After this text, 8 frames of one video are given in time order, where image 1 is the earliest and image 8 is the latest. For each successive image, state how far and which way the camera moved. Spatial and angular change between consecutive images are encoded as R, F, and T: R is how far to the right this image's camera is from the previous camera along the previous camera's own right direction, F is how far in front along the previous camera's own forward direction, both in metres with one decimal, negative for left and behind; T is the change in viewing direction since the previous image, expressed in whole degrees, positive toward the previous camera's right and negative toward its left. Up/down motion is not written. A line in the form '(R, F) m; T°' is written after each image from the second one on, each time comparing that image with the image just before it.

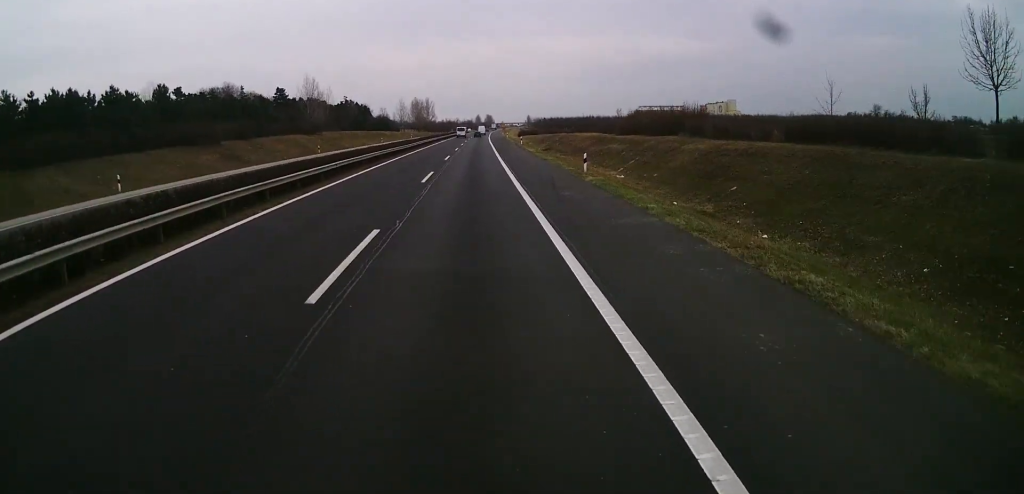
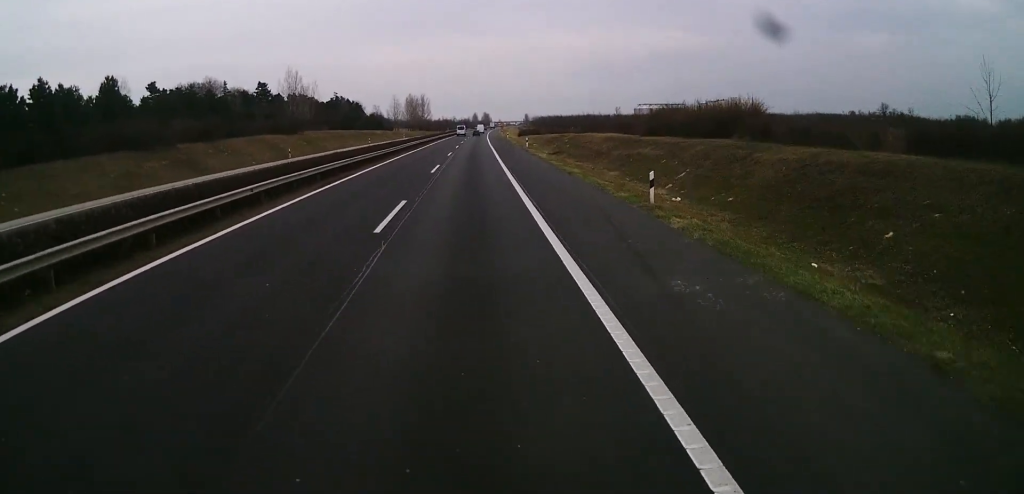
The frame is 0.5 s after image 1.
(+0.2, +12.3) m; 0°
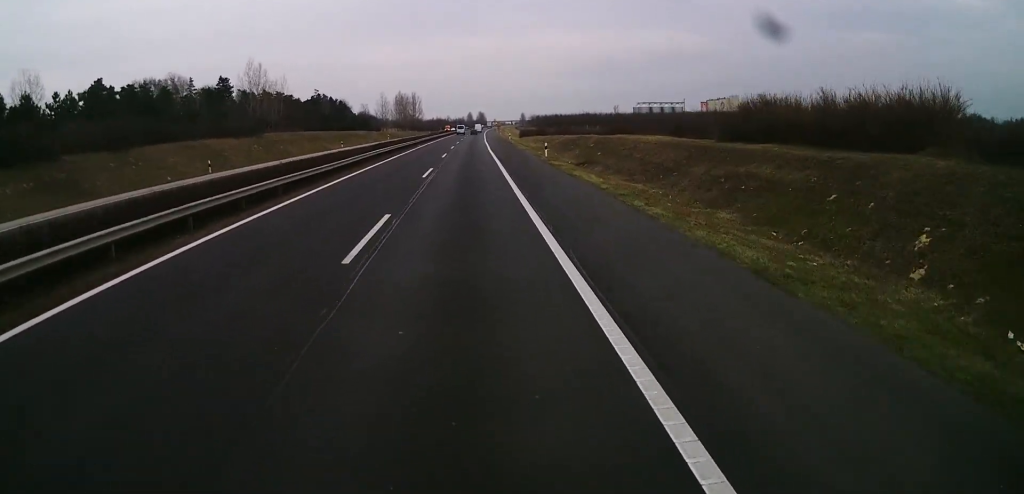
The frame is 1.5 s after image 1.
(-0.1, +21.5) m; 0°
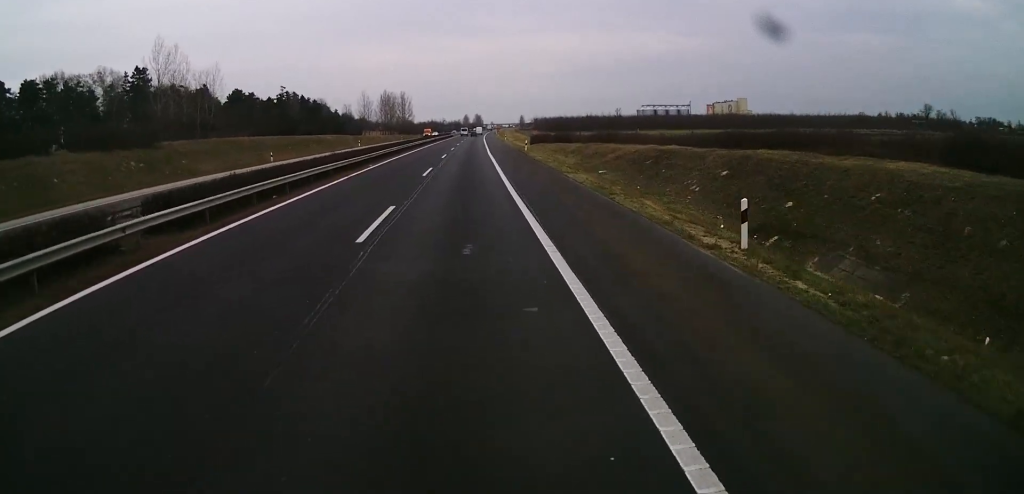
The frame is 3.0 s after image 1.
(+0.3, +34.6) m; +2°
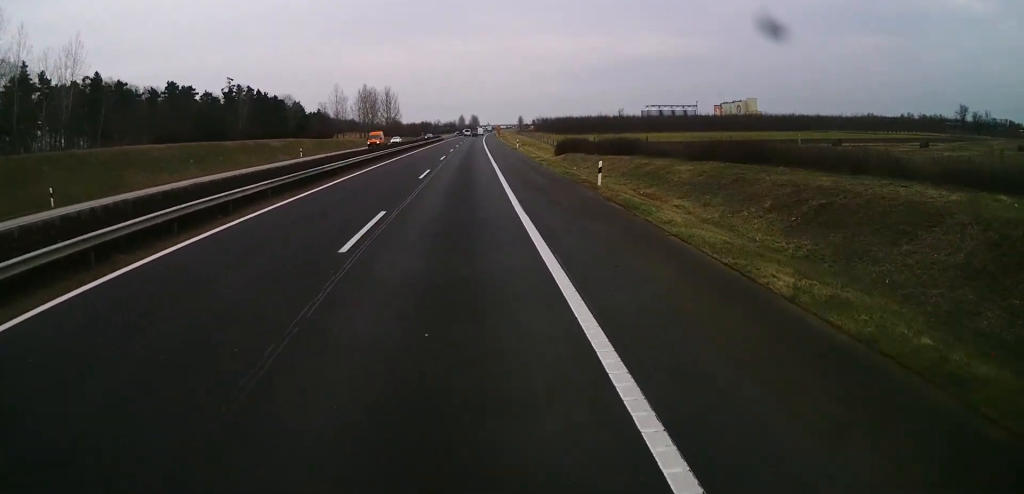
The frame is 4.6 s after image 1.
(+0.5, +37.8) m; 0°
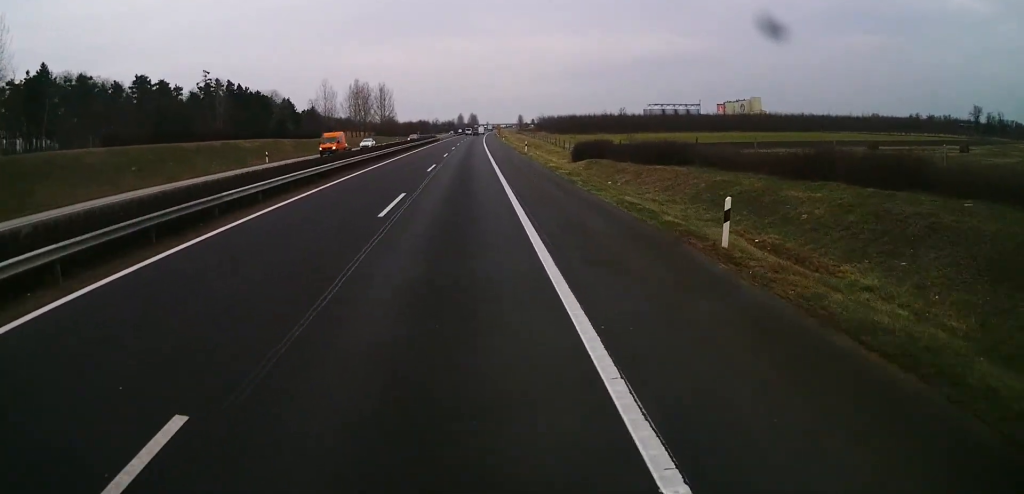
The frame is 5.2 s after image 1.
(-0.1, +13.1) m; 0°
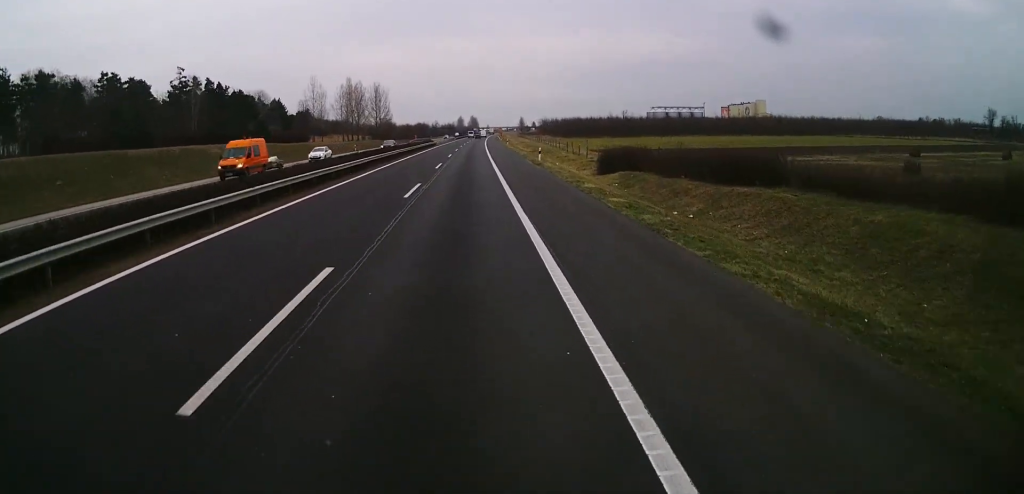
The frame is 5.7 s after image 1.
(-0.2, +12.3) m; 0°
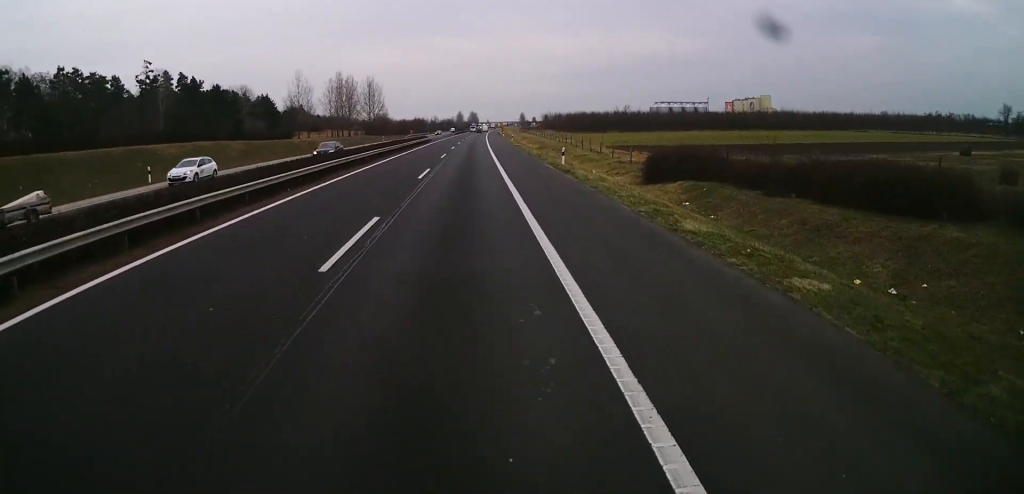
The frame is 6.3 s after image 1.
(+0.1, +13.1) m; +1°
